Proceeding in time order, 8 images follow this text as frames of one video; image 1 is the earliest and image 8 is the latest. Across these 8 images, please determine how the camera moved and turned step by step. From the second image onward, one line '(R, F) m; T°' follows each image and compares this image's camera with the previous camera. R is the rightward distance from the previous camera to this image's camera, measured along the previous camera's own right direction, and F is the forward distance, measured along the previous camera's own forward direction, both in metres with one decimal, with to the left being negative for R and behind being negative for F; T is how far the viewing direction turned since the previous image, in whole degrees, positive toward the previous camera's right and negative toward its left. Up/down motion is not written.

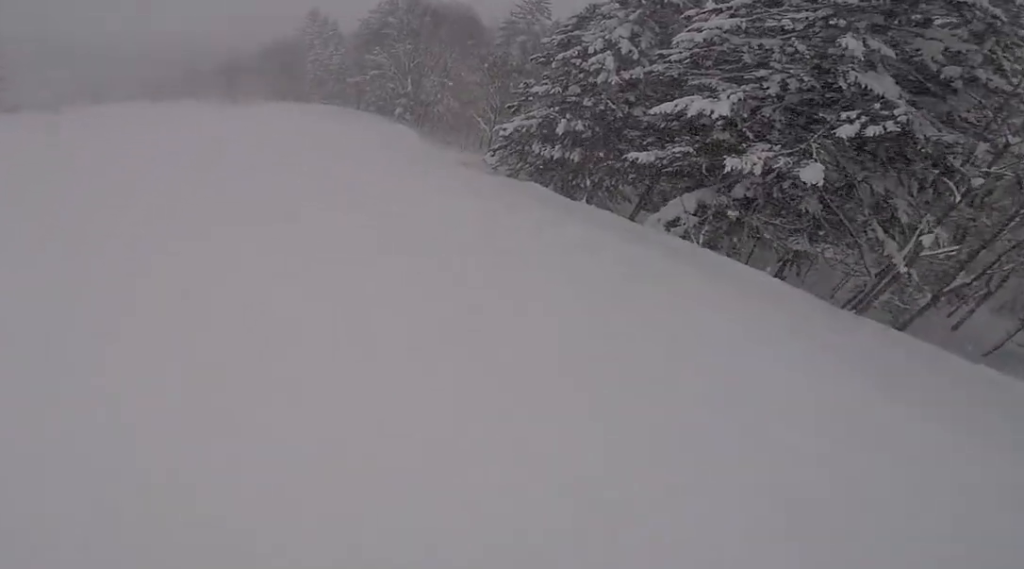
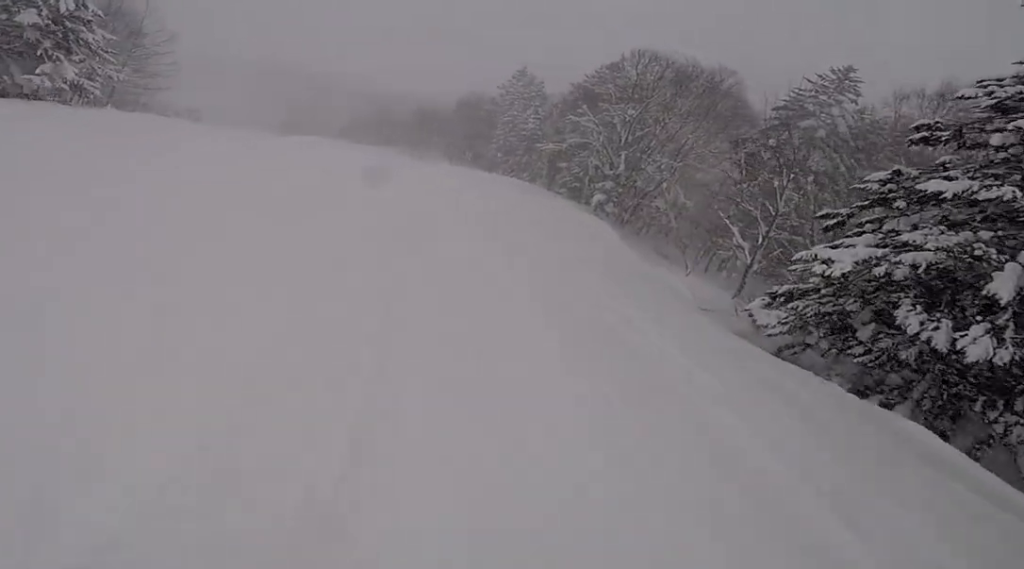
(-2.1, +12.6) m; -27°
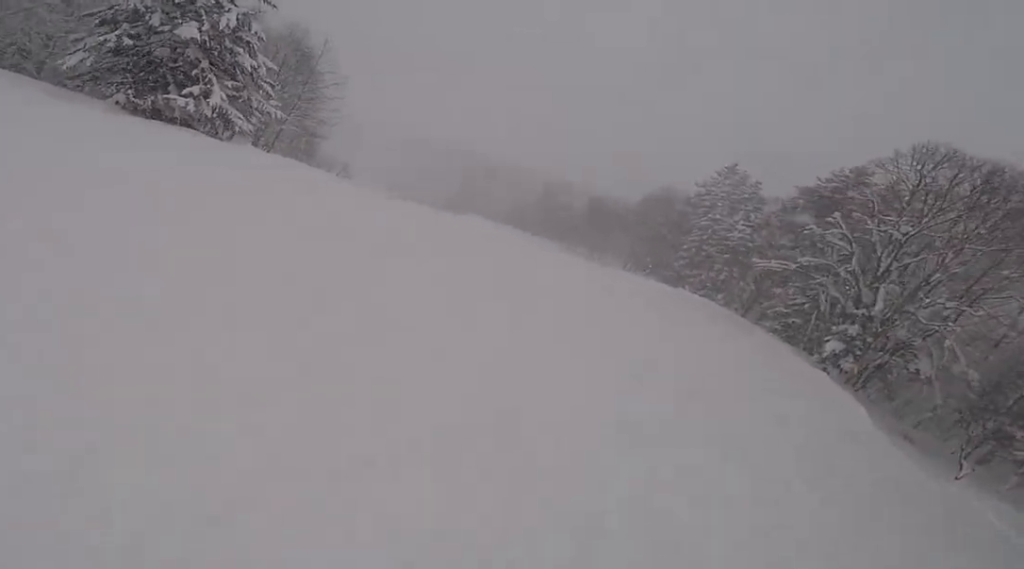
(-1.1, +5.5) m; -5°
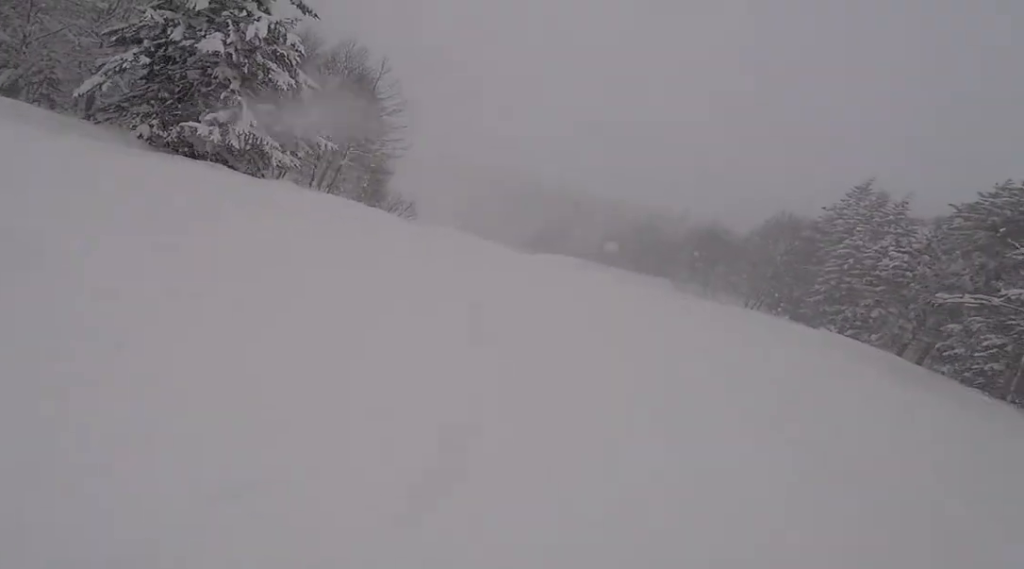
(-0.2, +4.7) m; 0°
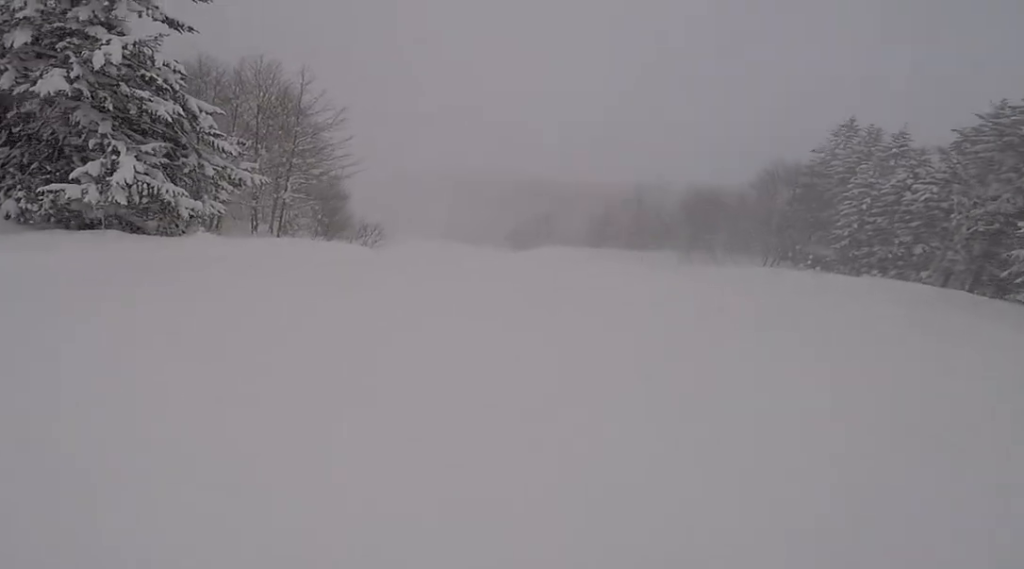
(+0.3, +4.1) m; +3°
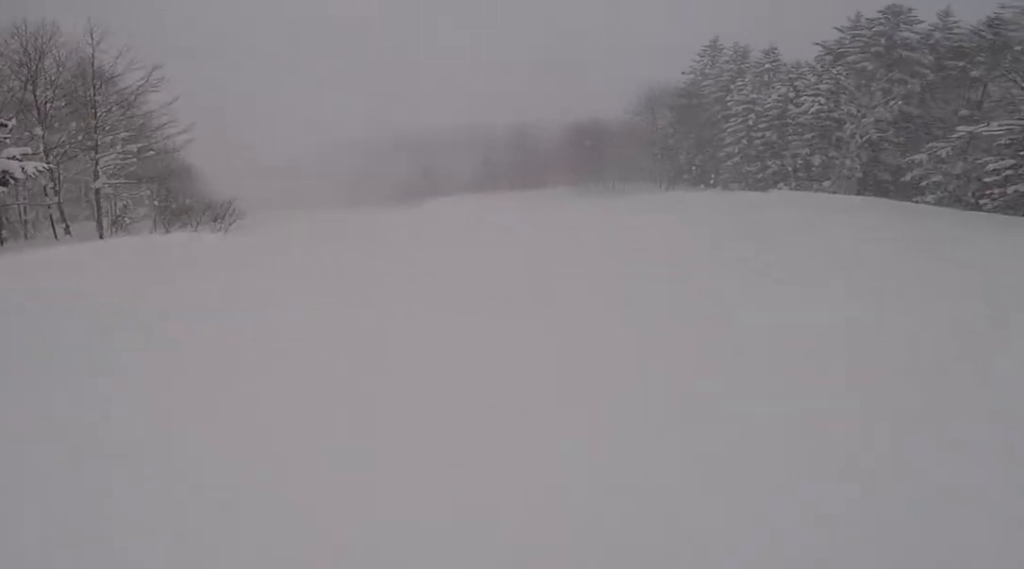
(+0.1, +4.5) m; +3°
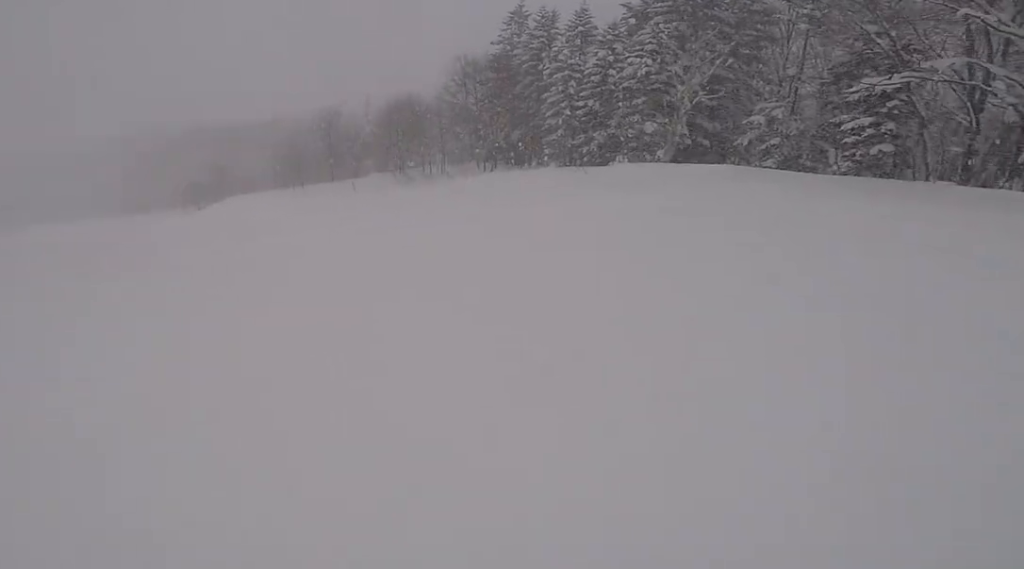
(+0.3, +7.4) m; +1°
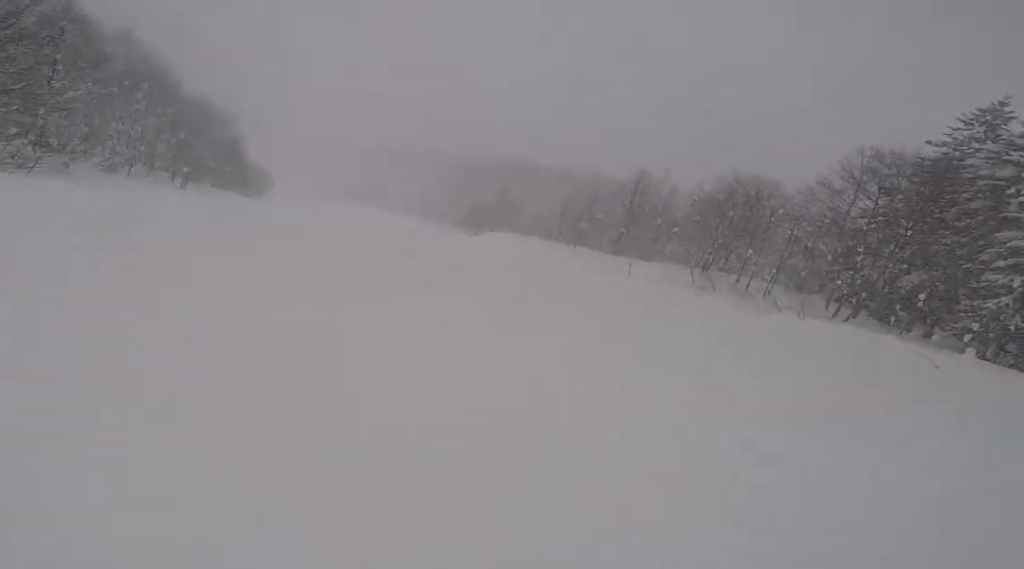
(-0.1, +7.4) m; -9°
